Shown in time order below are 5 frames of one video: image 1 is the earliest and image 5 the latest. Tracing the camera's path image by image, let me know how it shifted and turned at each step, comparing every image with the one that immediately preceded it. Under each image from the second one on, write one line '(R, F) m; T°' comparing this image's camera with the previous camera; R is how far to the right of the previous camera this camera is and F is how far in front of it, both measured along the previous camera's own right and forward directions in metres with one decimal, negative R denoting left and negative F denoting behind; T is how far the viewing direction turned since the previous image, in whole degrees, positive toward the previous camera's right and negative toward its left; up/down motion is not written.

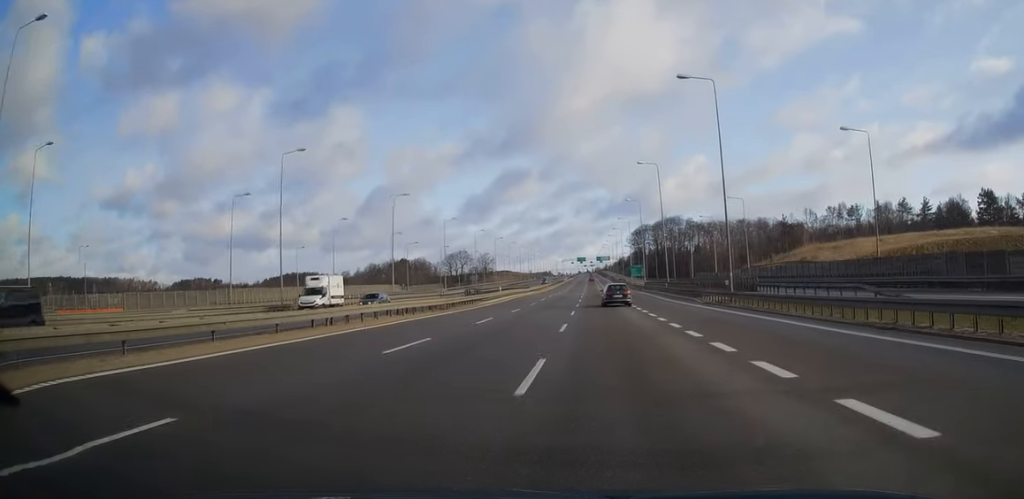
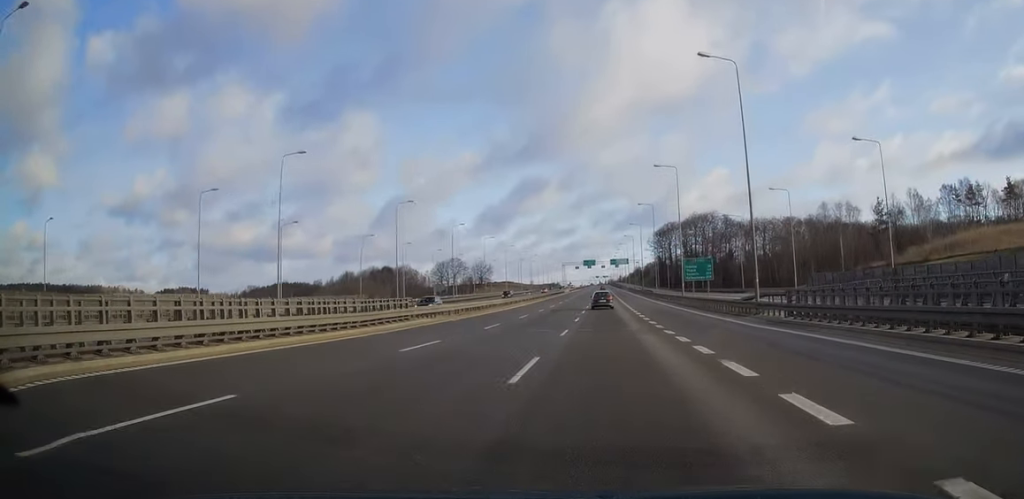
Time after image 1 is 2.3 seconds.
(-0.6, +70.3) m; -1°
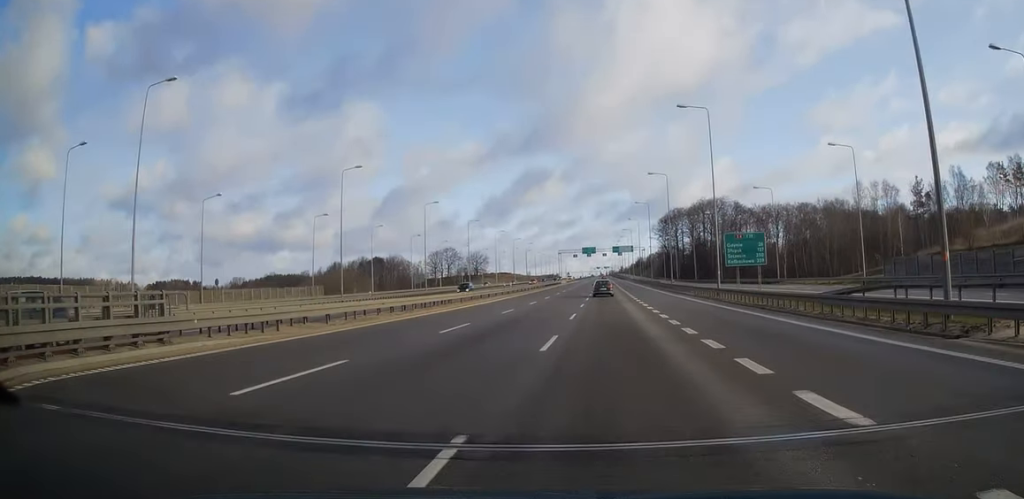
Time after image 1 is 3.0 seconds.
(0.0, +20.2) m; 0°
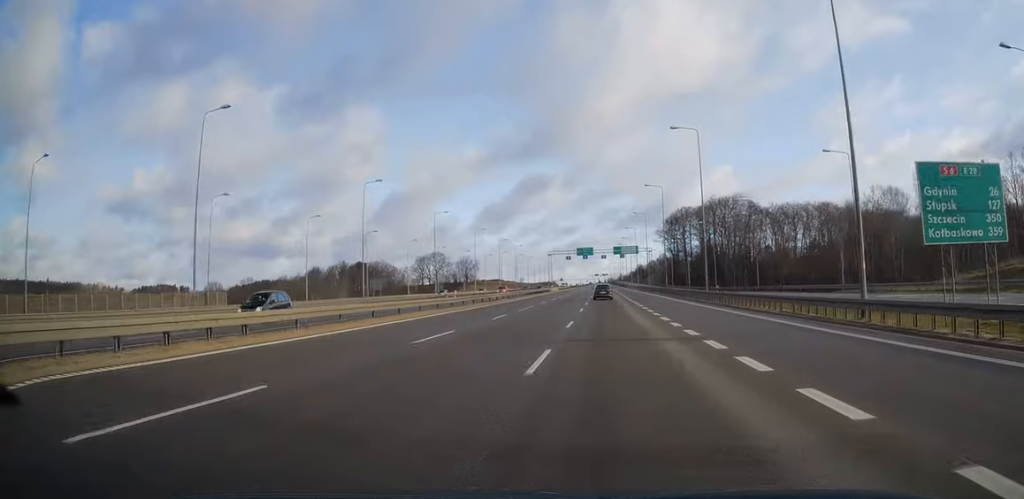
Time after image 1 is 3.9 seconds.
(-0.1, +27.3) m; 0°
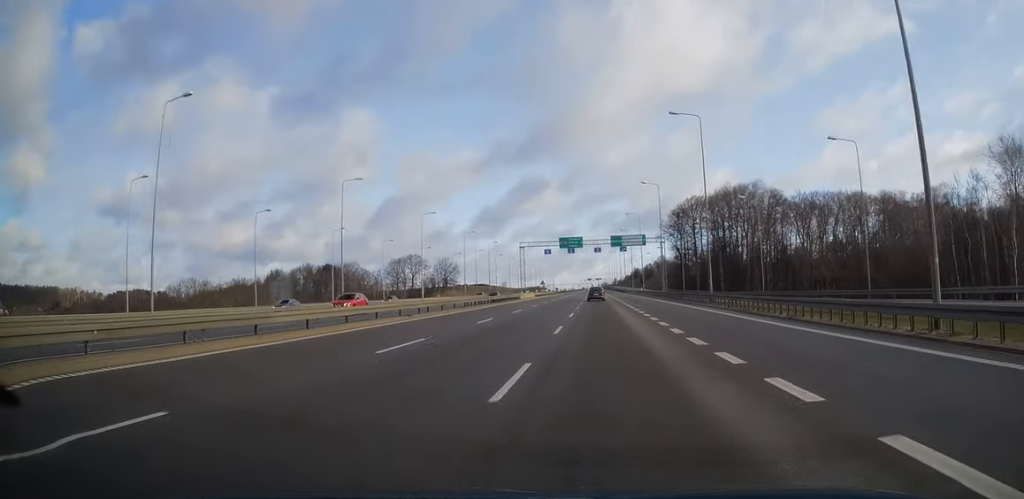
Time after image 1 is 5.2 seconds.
(+0.2, +38.4) m; +1°
